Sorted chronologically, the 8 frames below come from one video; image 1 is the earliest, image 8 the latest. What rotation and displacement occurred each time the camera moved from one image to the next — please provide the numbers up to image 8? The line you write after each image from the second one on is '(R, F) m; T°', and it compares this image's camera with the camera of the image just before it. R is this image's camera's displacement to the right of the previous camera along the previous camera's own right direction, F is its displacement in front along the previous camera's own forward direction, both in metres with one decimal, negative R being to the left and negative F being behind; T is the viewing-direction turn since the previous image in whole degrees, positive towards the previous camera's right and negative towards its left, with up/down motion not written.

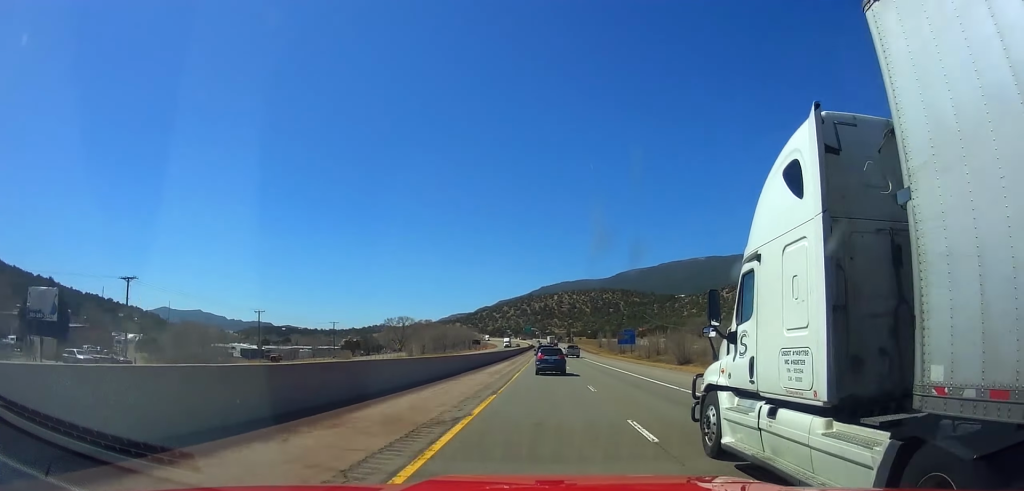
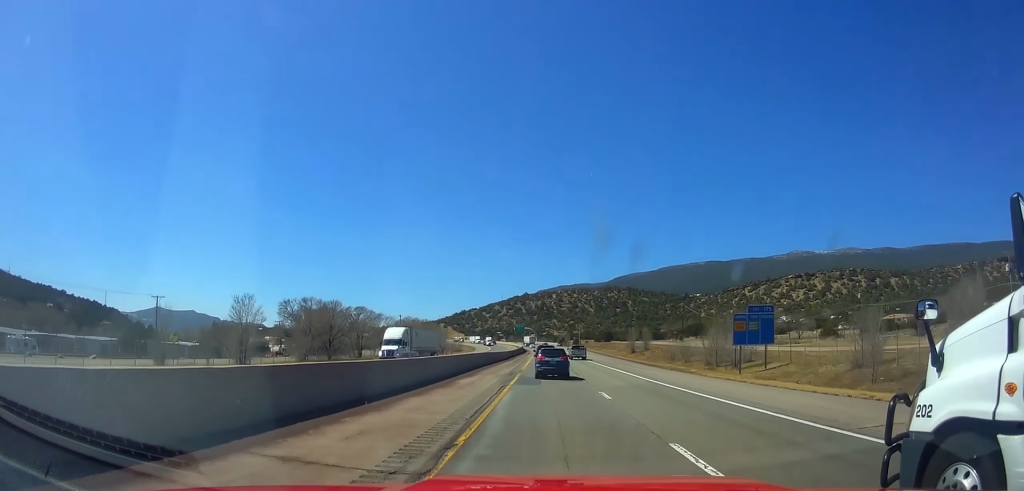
(0.0, +87.6) m; 0°
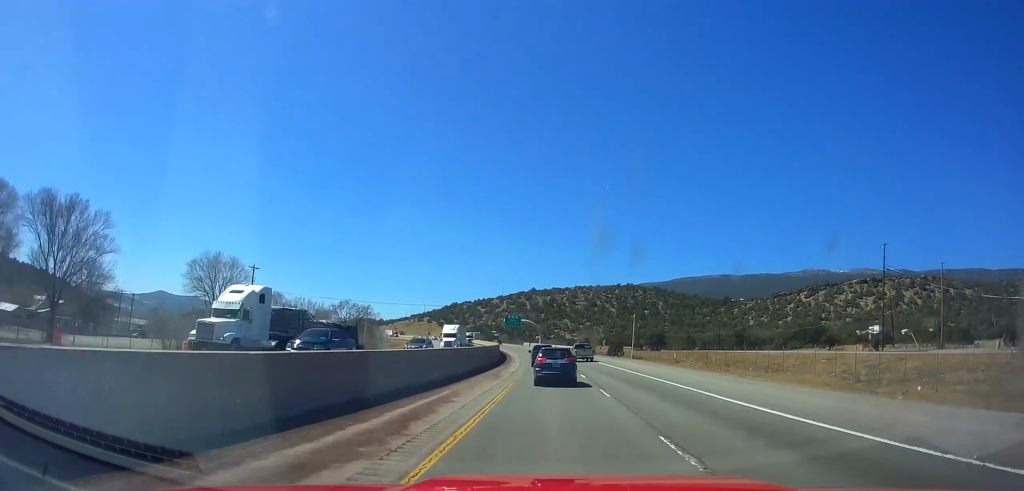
(-0.5, +120.1) m; -1°
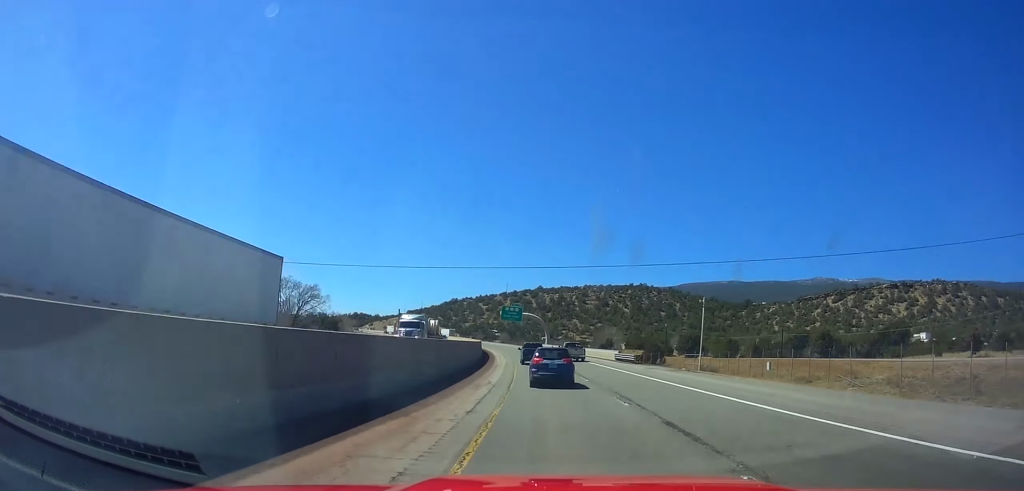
(+0.3, +40.2) m; -1°
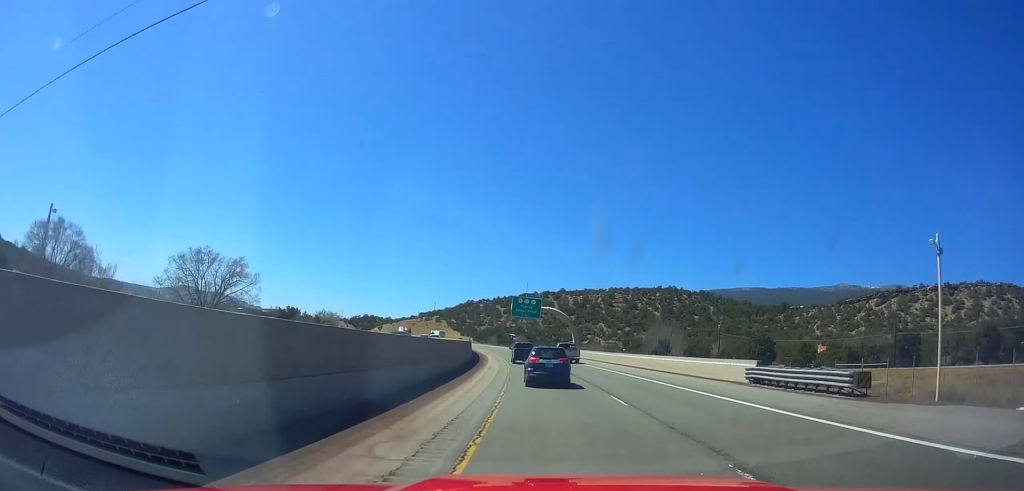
(0.0, +36.8) m; -2°
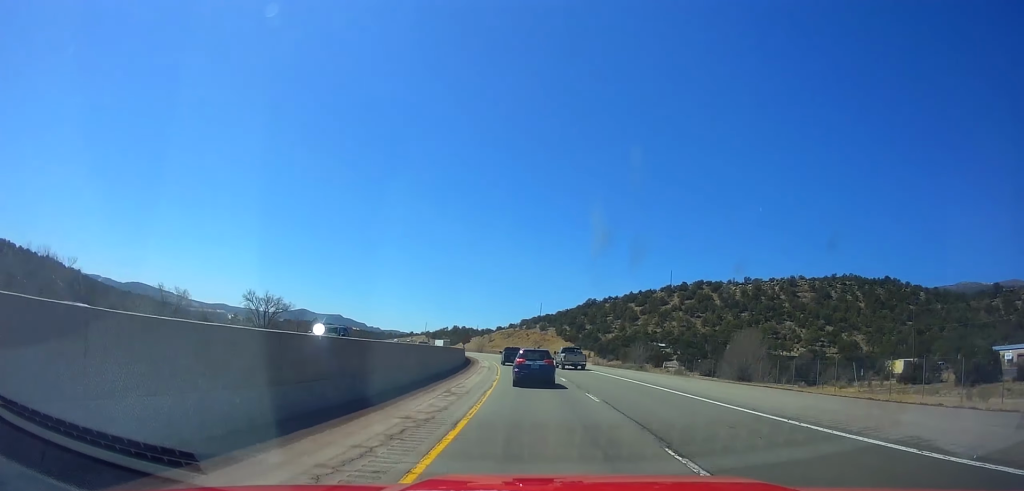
(-11.2, +131.4) m; -11°
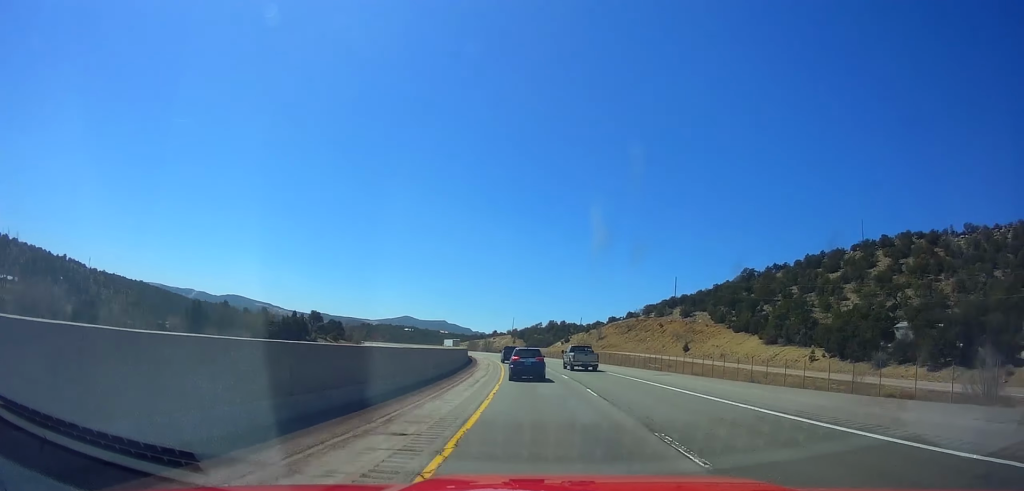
(-9.1, +106.8) m; -10°
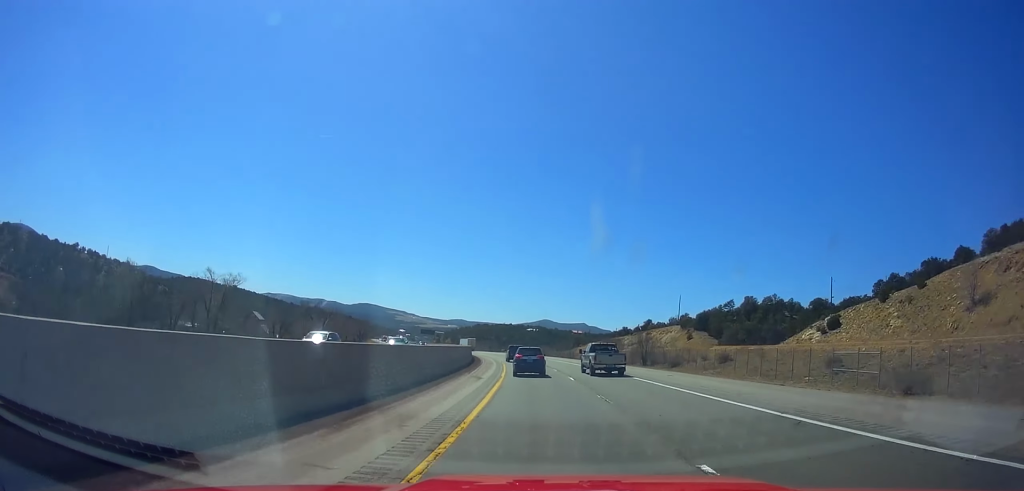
(-16.6, +133.9) m; -14°
